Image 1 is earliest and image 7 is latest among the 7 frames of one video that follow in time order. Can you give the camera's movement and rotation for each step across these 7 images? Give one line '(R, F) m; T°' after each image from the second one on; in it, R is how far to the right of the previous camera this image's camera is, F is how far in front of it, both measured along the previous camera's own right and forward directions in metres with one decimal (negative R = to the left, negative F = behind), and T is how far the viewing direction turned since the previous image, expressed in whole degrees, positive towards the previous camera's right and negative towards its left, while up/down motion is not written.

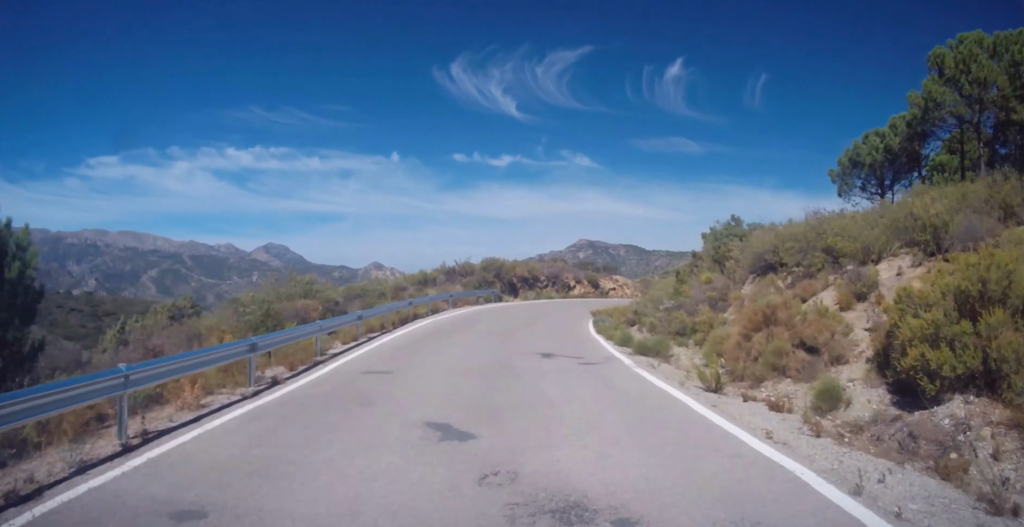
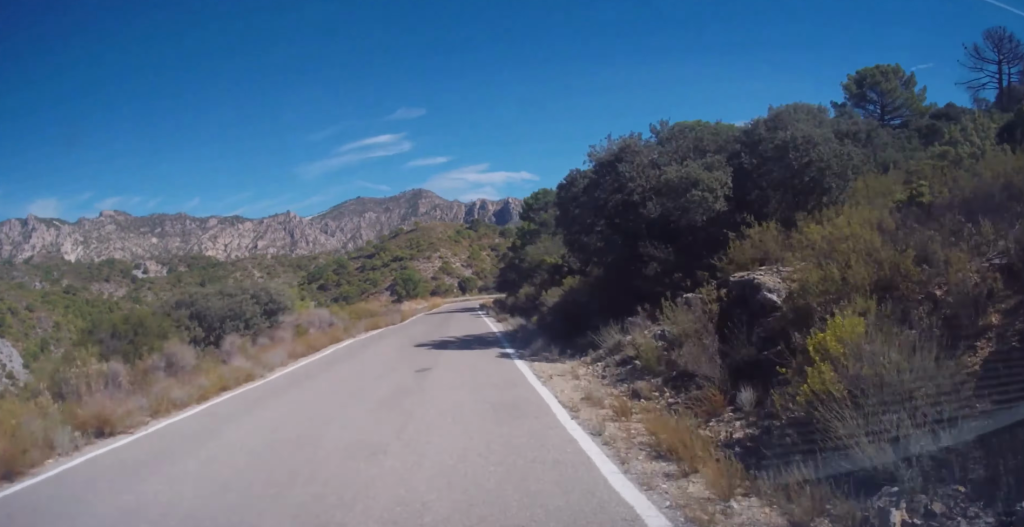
(+57.0, +78.5) m; +59°
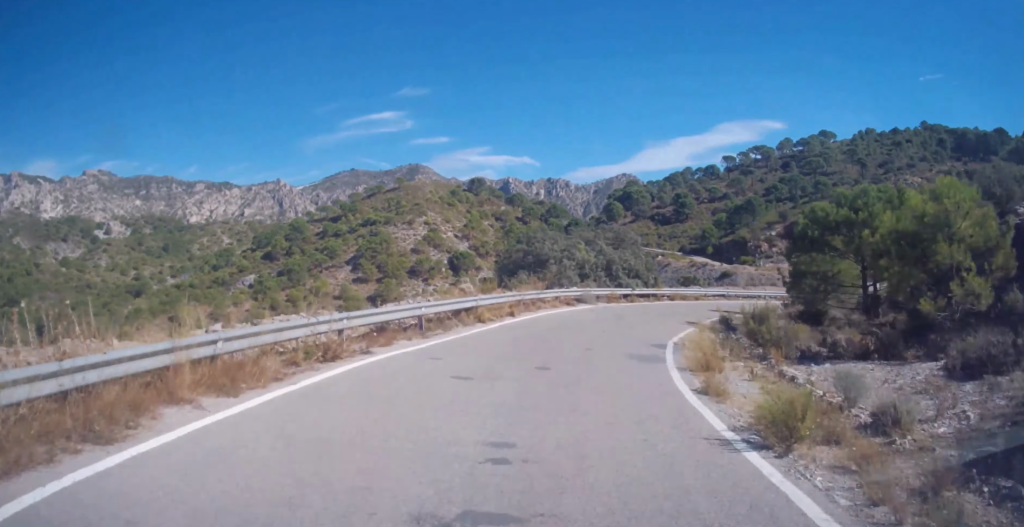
(+18.9, +76.2) m; +35°
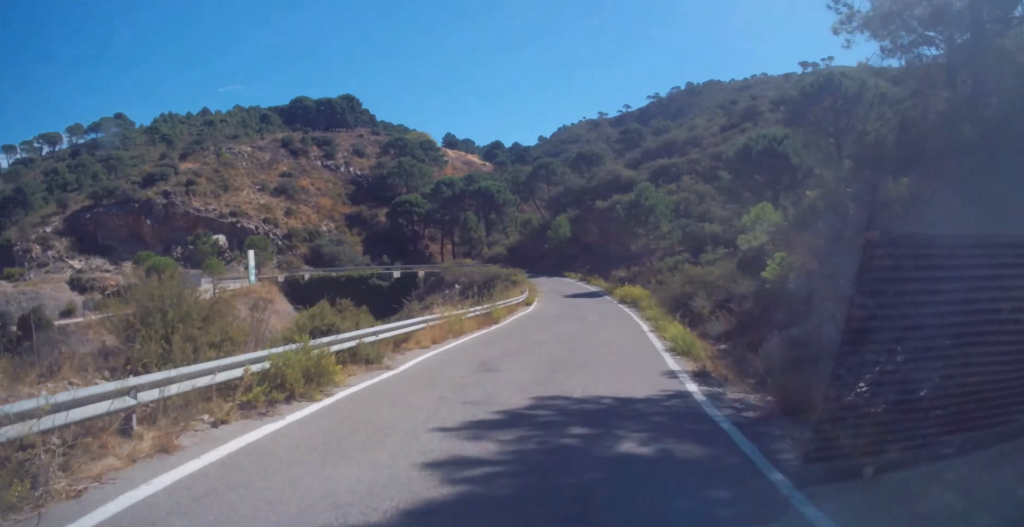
(+14.5, +45.8) m; +5°
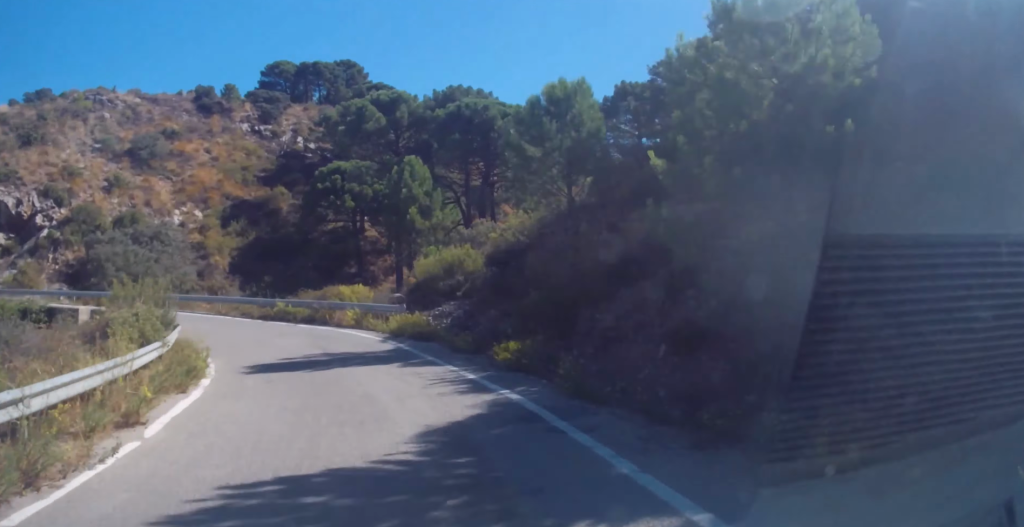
(-0.9, +50.8) m; -22°
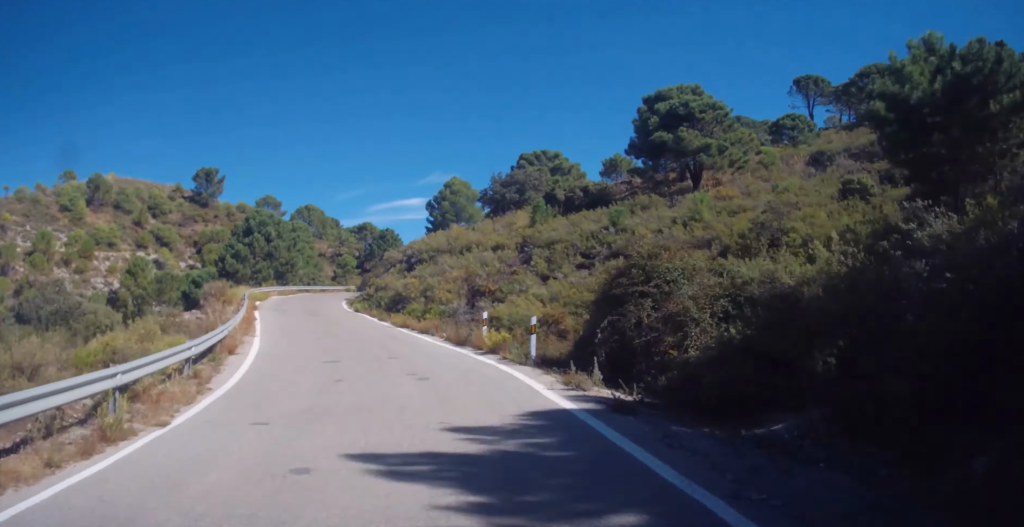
(-60.6, +106.4) m; -28°
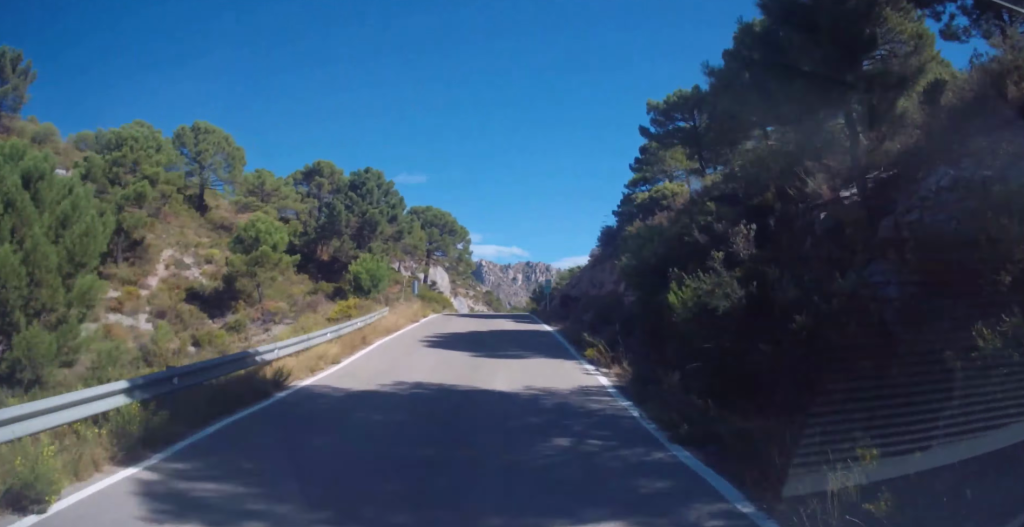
(+8.0, +63.8) m; +12°
